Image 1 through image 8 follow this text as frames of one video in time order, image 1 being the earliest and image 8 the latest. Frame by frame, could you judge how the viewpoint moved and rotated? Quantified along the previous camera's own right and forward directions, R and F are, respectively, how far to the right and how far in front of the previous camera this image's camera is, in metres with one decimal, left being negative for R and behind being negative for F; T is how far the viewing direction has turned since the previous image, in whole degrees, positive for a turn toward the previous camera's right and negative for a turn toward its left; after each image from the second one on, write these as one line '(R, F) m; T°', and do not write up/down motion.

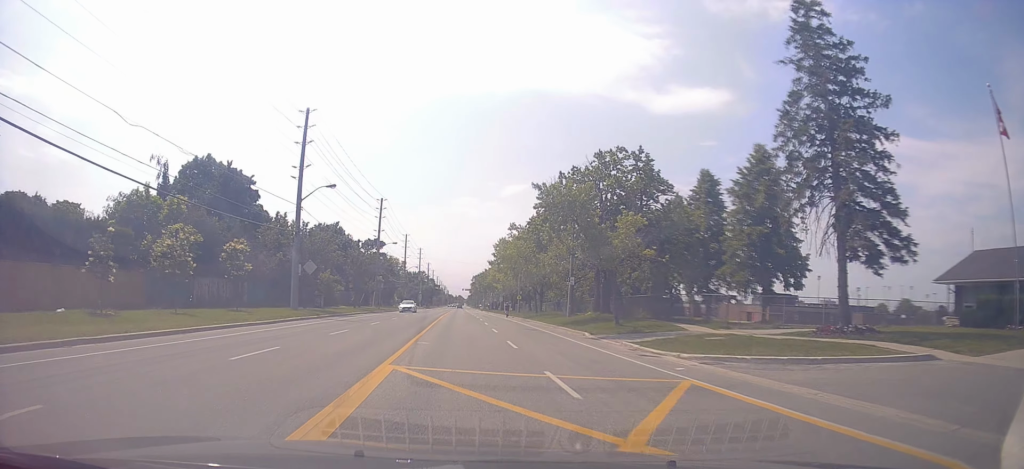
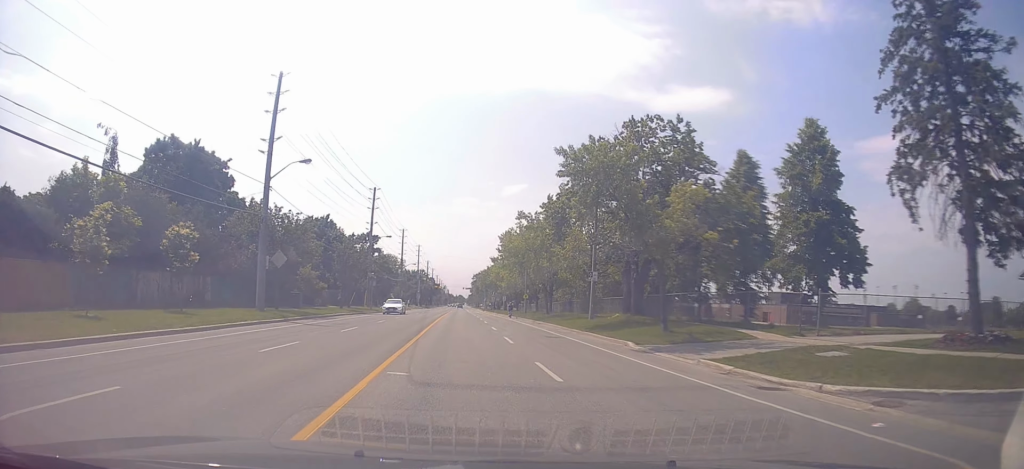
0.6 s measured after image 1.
(-0.3, +6.9) m; +1°
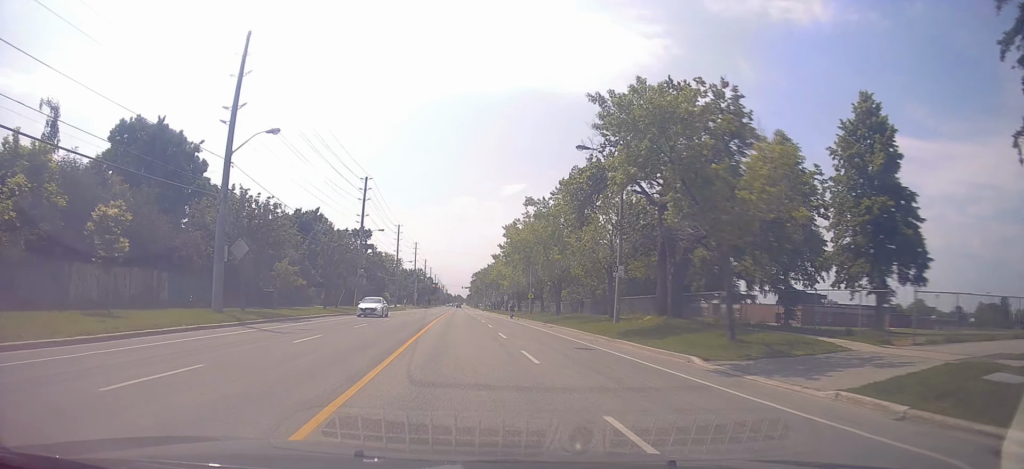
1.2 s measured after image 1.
(+0.3, +5.9) m; 0°
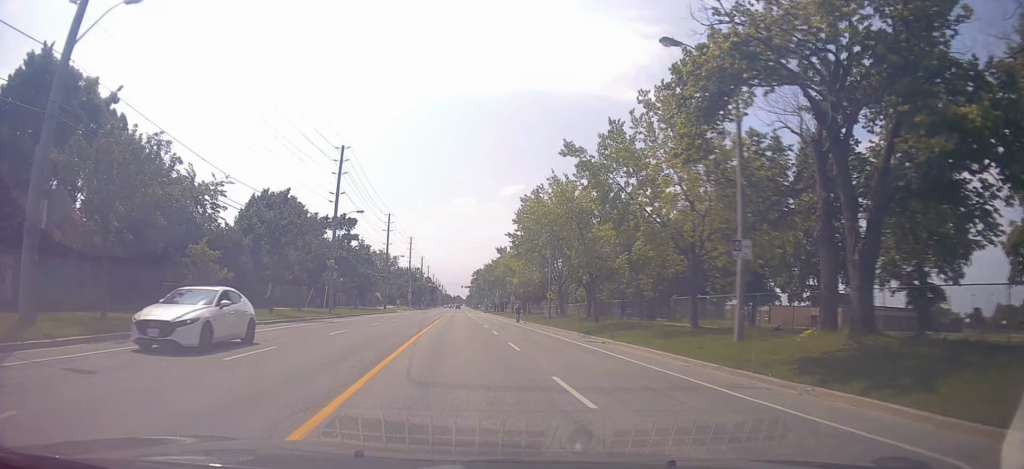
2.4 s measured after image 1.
(0.0, +13.5) m; 0°
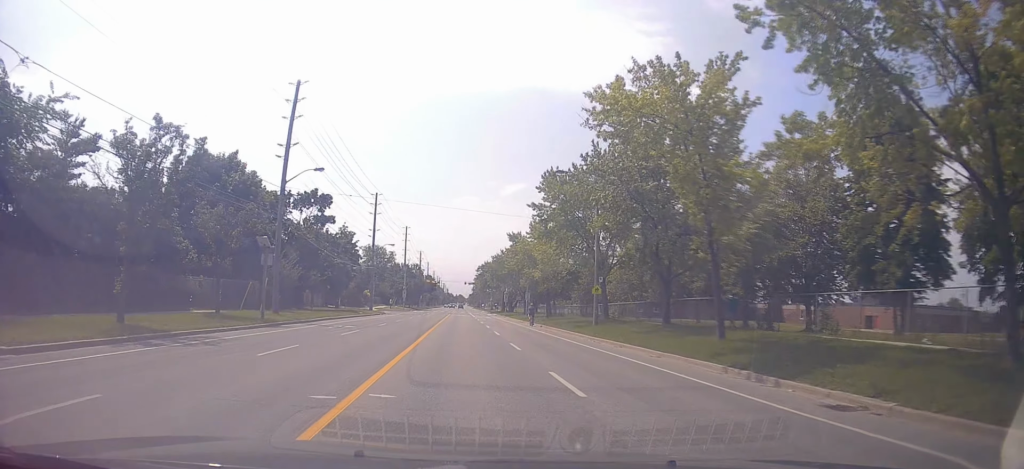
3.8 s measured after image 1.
(+0.1, +16.2) m; +1°
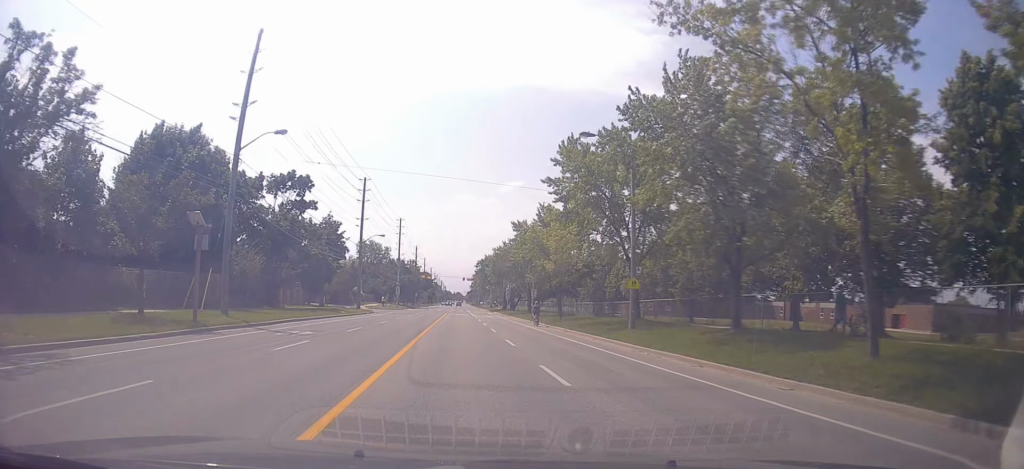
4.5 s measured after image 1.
(+0.2, +7.8) m; -2°
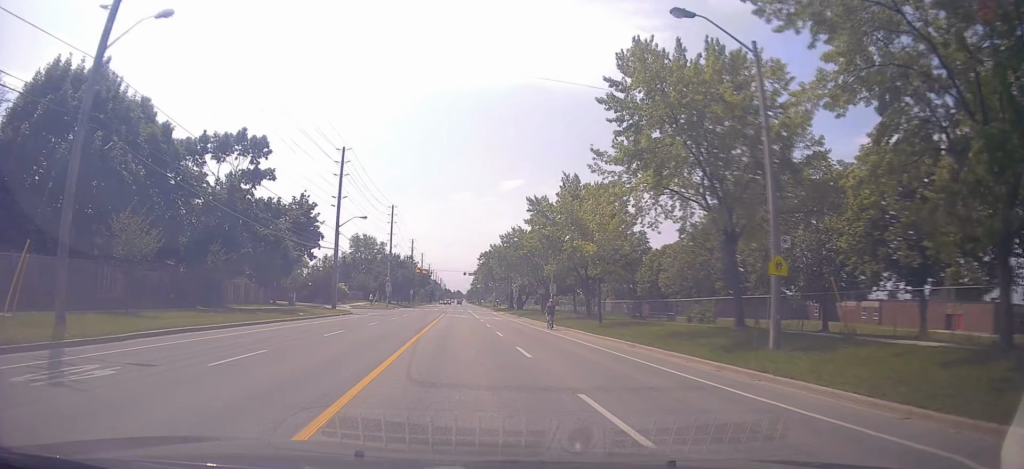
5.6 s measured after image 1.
(-0.6, +12.7) m; -1°
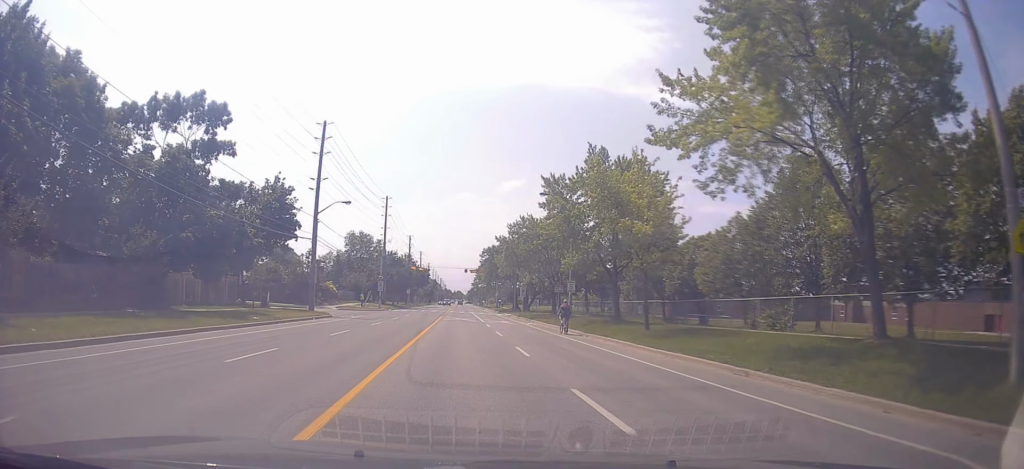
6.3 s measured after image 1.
(+0.4, +8.1) m; +2°
